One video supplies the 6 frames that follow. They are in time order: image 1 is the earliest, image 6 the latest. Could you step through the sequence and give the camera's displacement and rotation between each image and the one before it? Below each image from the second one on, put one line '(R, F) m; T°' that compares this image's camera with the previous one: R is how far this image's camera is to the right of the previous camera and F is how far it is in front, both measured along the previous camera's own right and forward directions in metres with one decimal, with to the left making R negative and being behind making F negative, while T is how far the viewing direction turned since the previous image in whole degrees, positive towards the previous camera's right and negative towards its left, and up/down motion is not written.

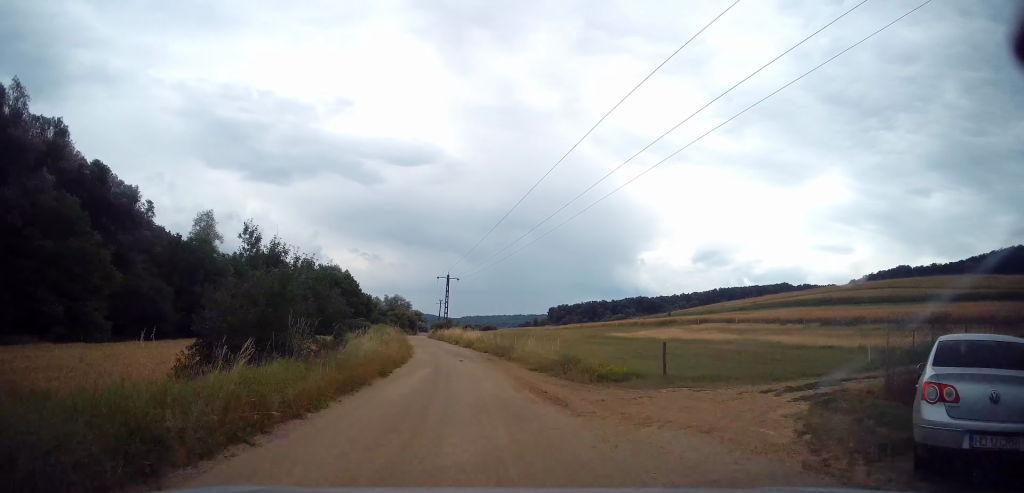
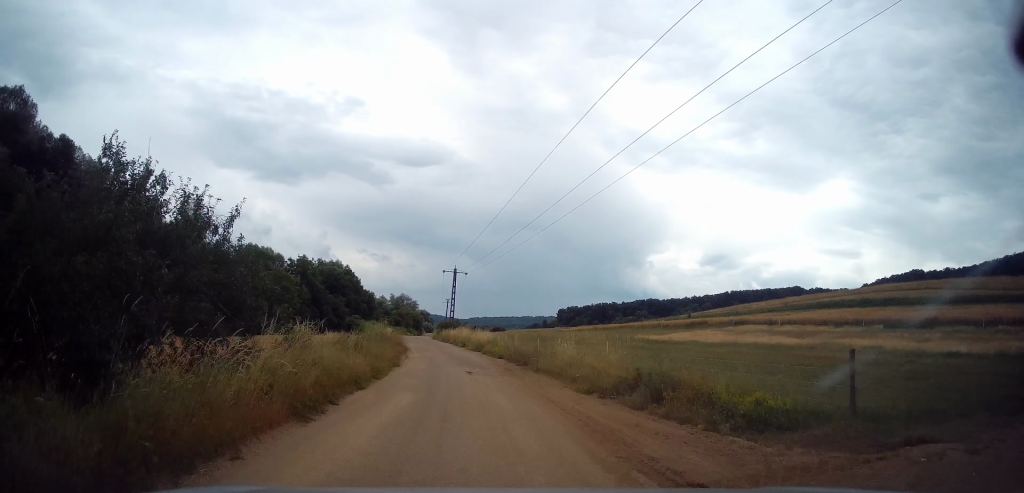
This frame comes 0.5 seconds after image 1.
(-0.1, +8.0) m; -1°
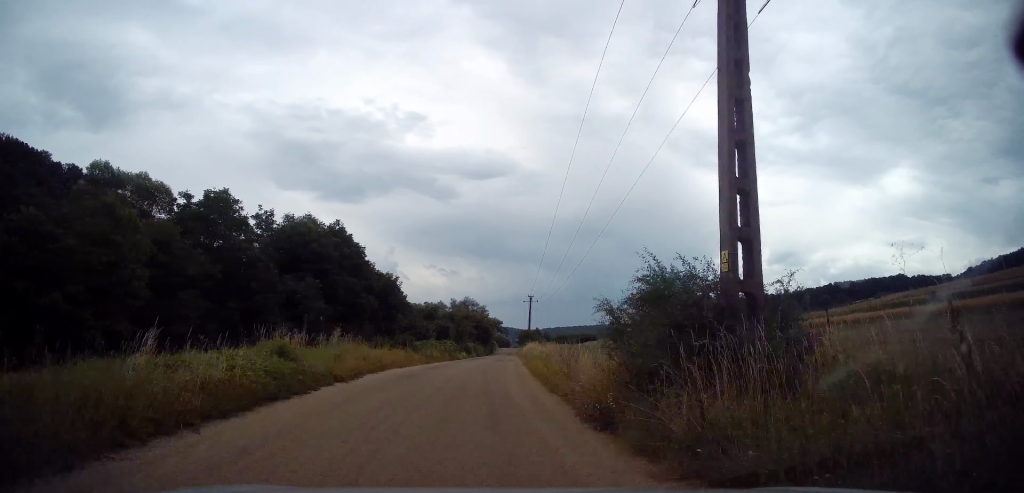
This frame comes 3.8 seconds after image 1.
(-4.2, +59.8) m; -5°
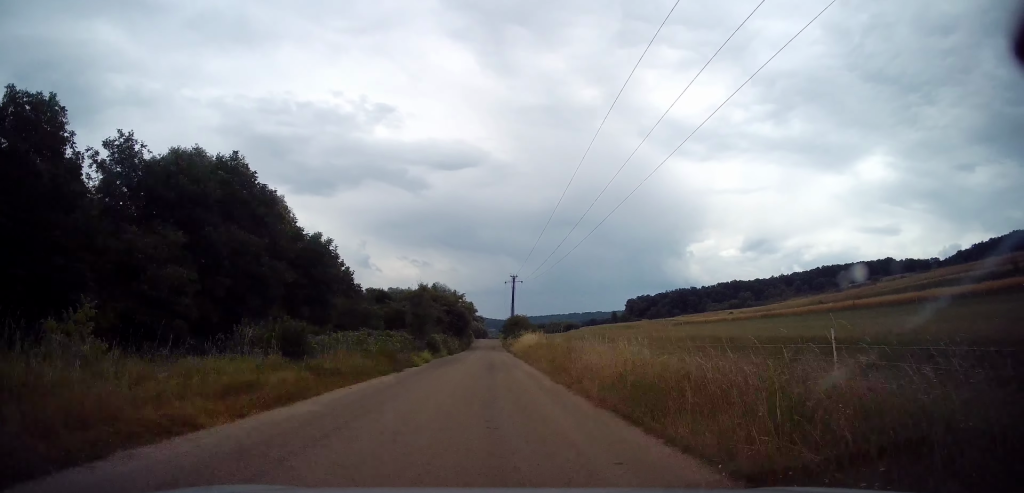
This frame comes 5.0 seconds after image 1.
(+0.6, +20.6) m; +3°
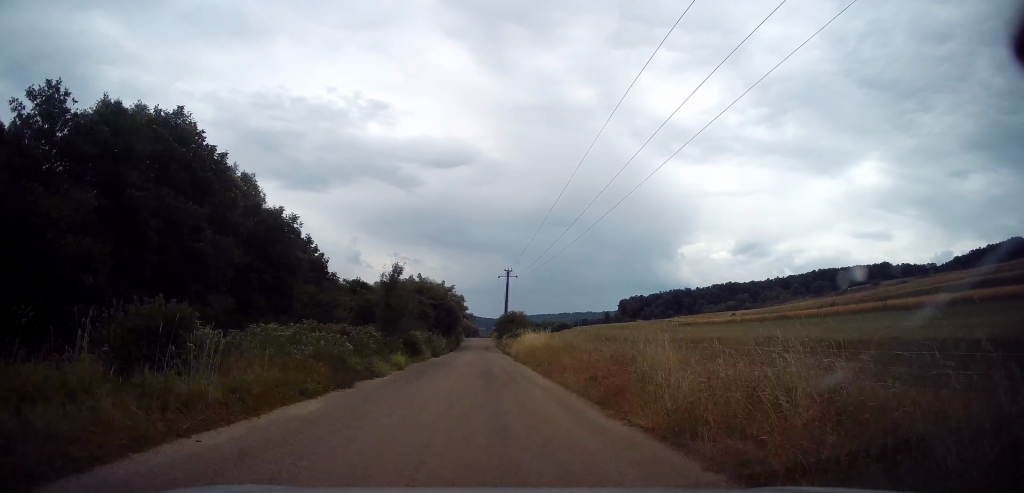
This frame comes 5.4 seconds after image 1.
(+0.1, +7.1) m; +1°
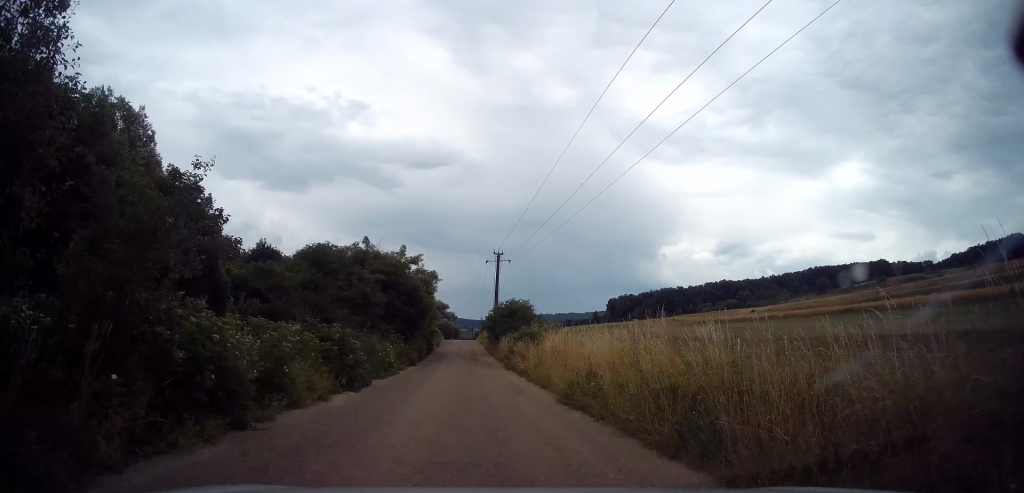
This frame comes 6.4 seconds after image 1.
(+0.2, +18.3) m; +1°
